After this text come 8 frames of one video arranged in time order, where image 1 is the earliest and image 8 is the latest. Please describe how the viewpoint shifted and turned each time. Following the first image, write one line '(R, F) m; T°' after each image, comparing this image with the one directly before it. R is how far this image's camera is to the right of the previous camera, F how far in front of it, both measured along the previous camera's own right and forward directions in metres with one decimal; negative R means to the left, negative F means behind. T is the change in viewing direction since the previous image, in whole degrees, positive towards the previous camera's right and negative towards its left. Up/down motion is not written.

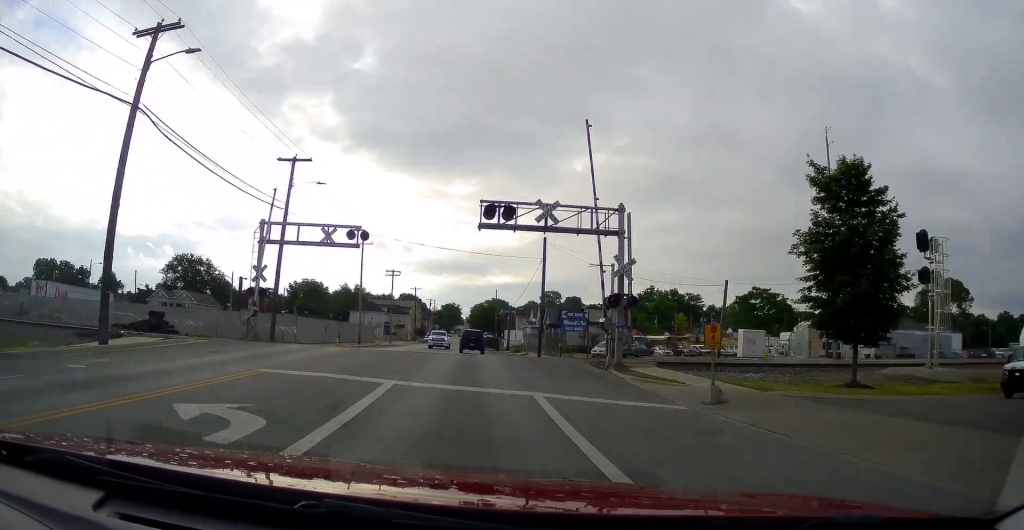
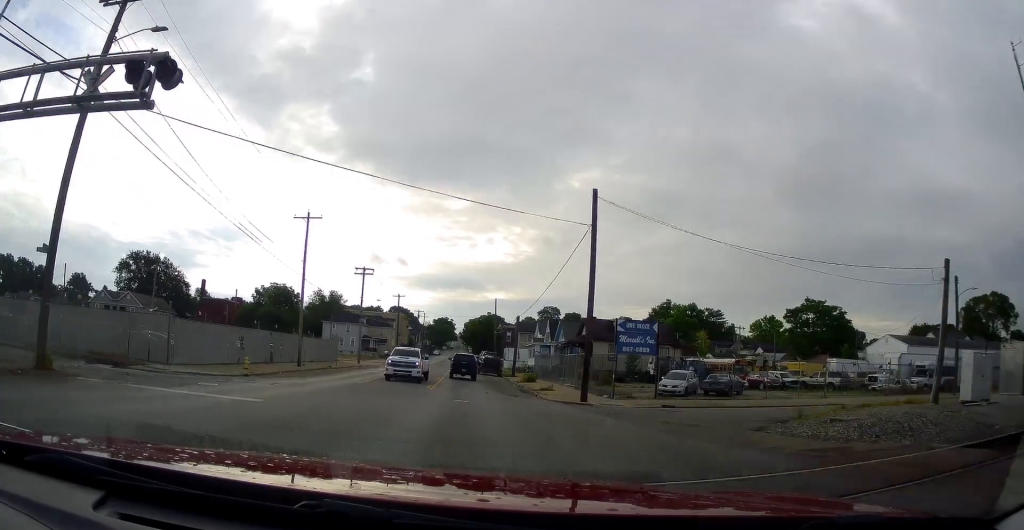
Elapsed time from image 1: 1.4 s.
(-0.1, +22.1) m; 0°
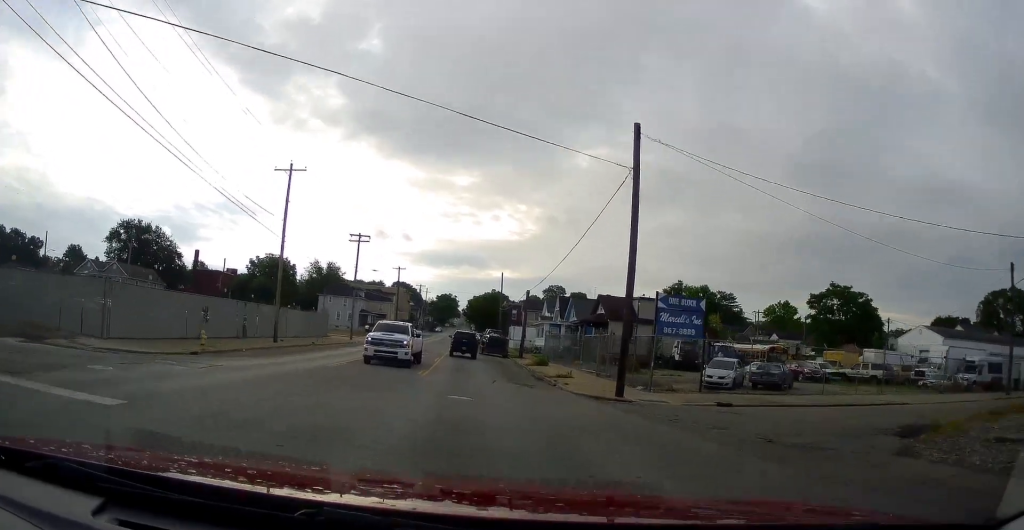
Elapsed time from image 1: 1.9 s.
(0.0, +6.4) m; 0°
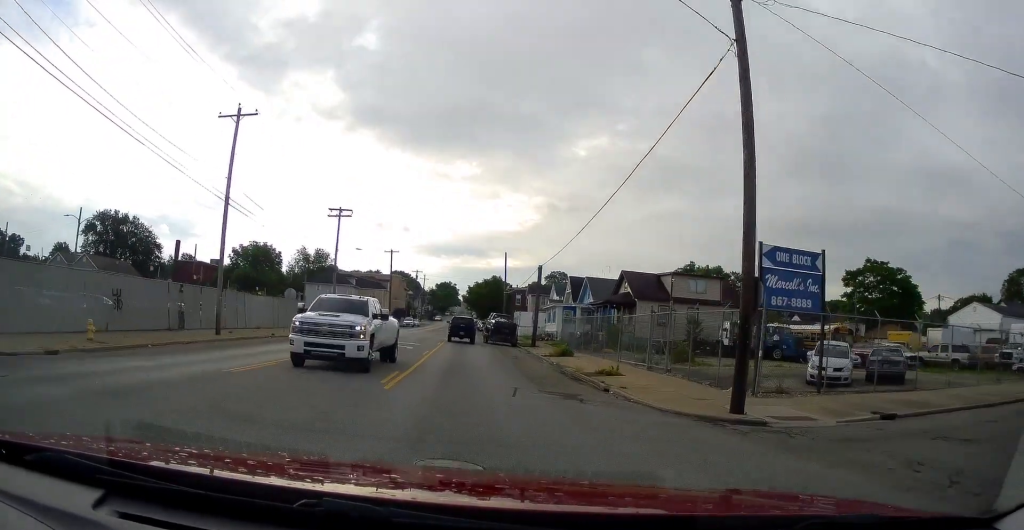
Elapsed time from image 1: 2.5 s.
(0.0, +9.3) m; 0°
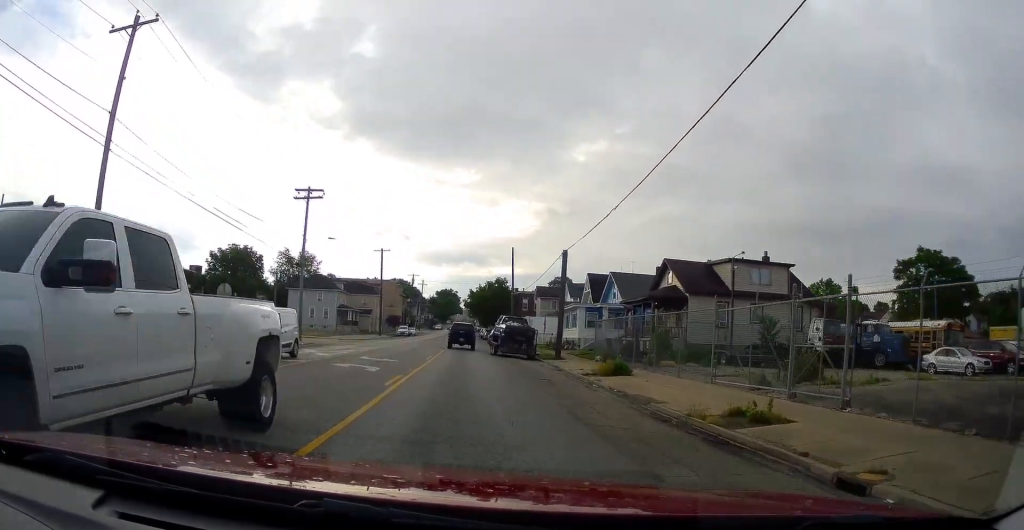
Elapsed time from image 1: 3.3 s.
(0.0, +11.8) m; 0°
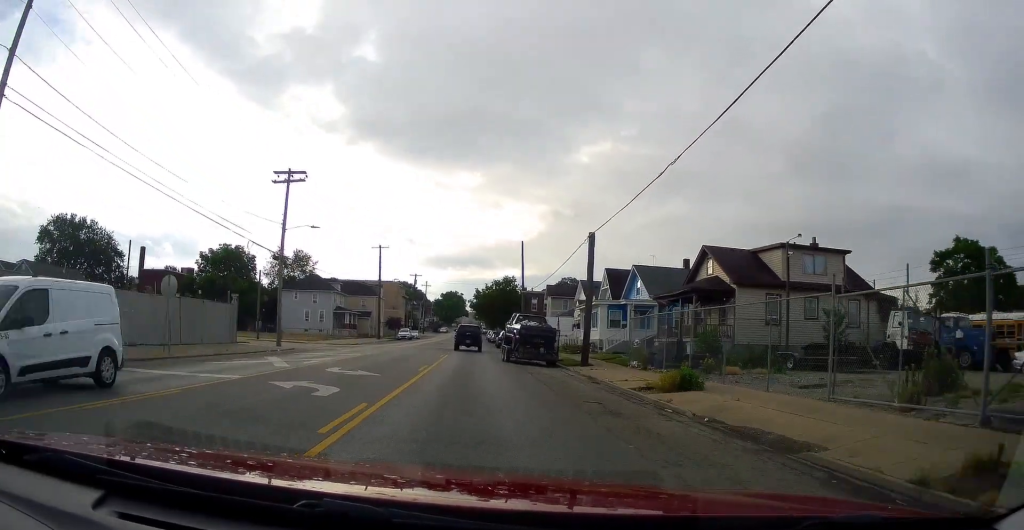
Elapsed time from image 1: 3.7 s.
(0.0, +6.4) m; 0°
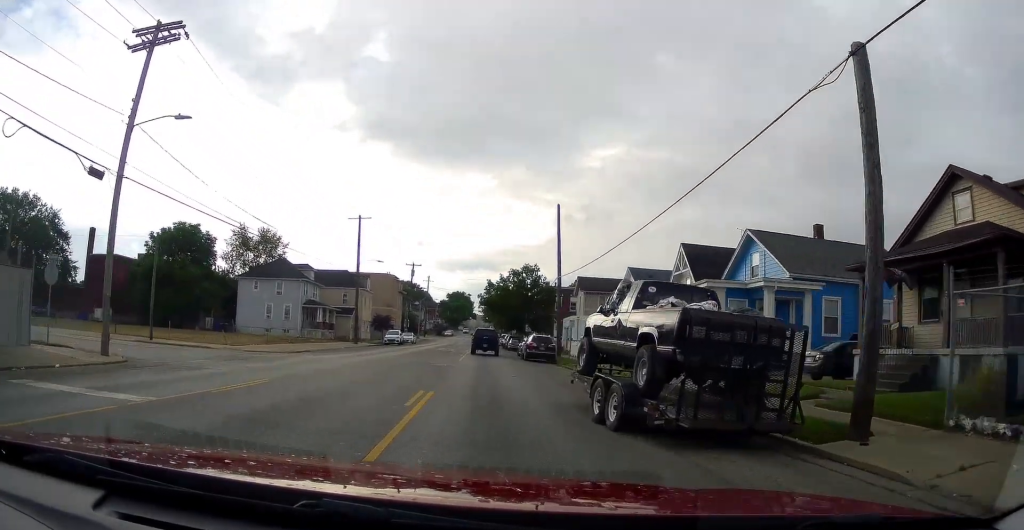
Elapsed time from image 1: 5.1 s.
(0.0, +20.6) m; 0°
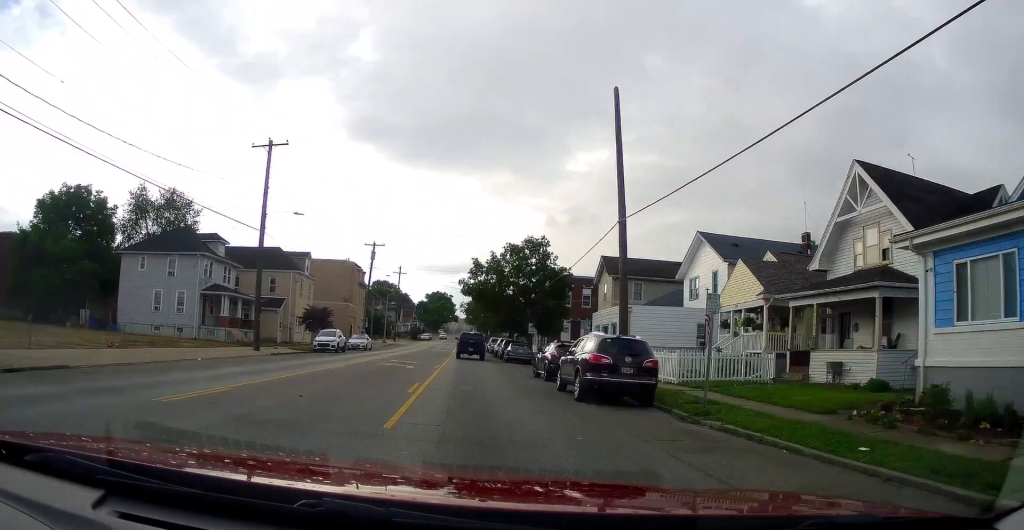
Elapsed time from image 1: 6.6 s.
(0.0, +23.2) m; 0°
